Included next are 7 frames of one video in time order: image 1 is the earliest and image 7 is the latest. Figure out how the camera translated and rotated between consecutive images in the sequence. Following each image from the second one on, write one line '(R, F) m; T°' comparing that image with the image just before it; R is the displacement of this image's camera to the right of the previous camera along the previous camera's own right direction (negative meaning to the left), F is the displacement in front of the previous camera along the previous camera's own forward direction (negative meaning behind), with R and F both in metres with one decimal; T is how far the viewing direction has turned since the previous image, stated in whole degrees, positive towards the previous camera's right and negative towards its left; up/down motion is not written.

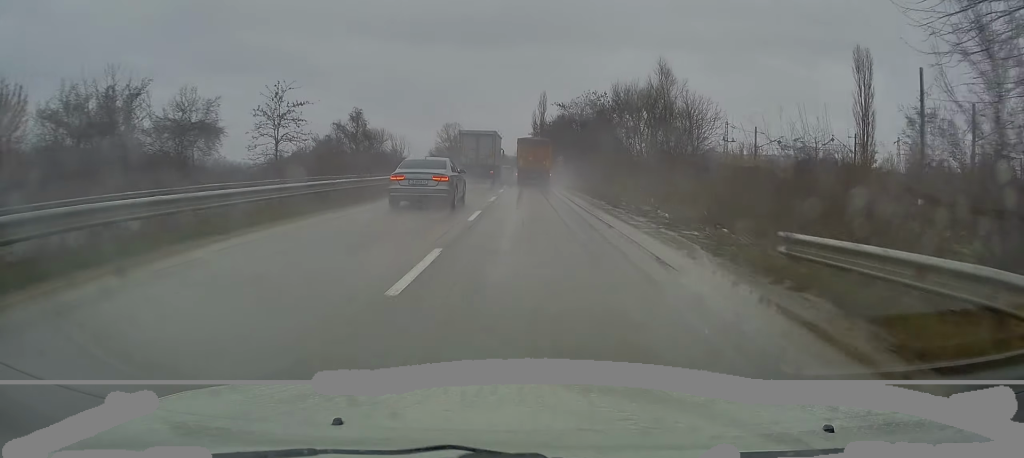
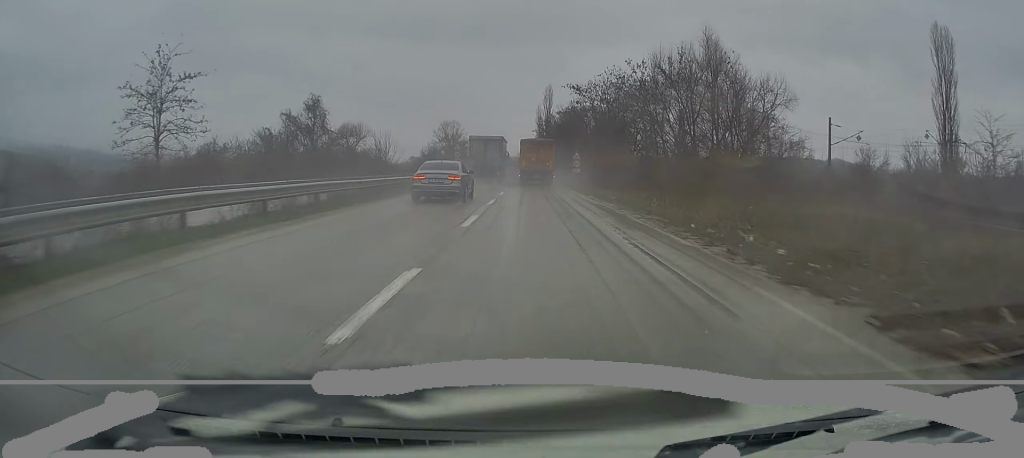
(+0.2, +19.3) m; +1°
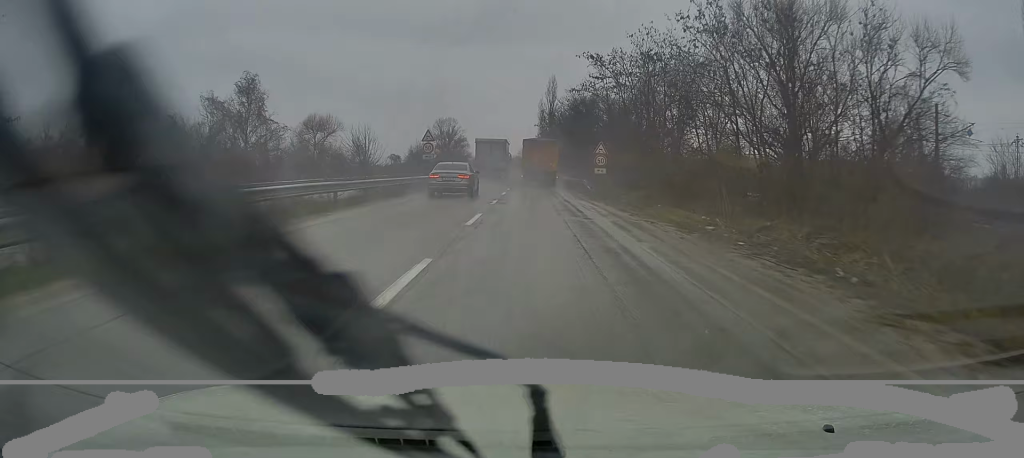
(0.0, +17.2) m; 0°
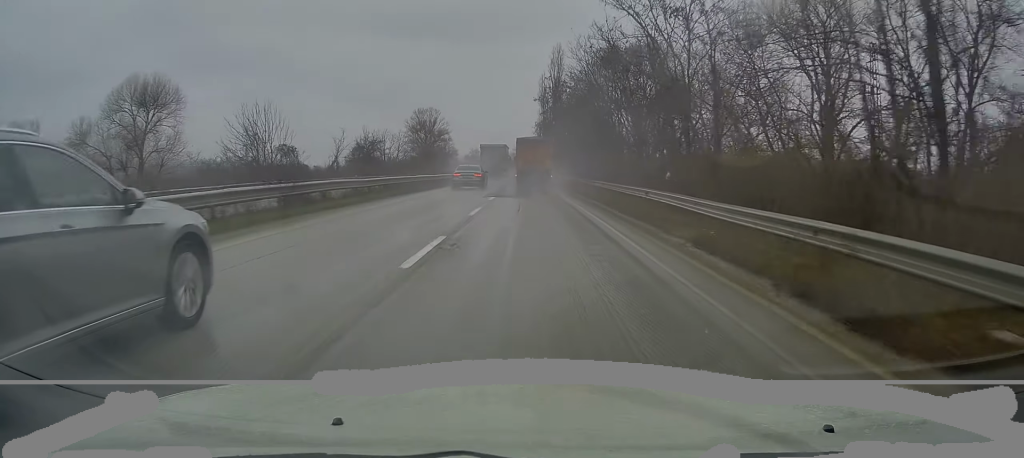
(-0.5, +41.8) m; -1°
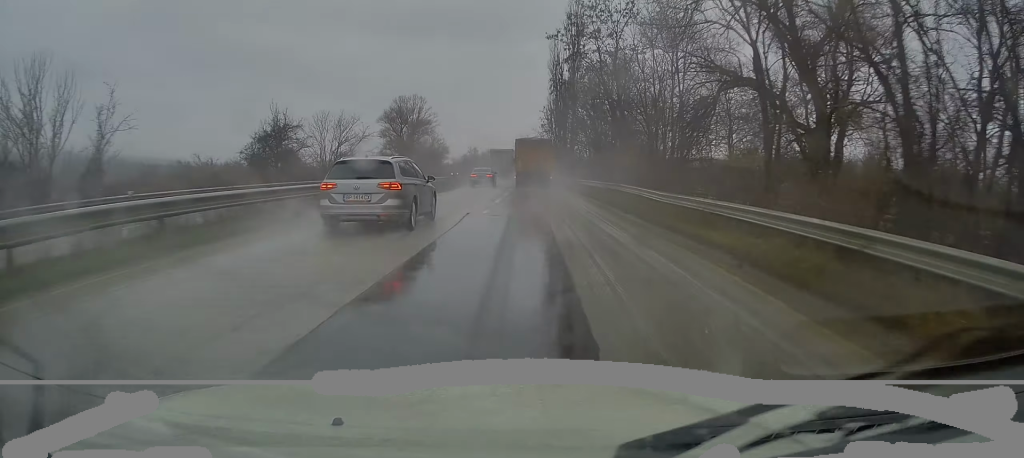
(0.0, +36.4) m; 0°
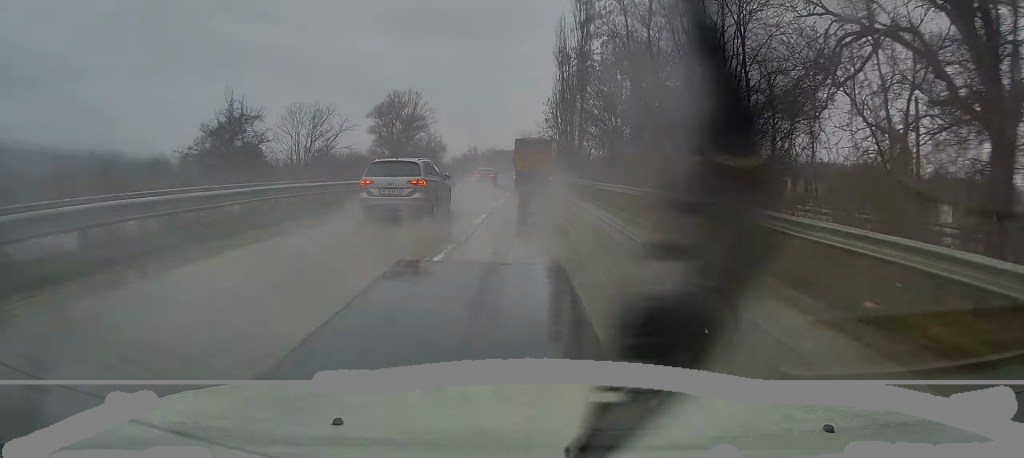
(0.0, +9.8) m; 0°
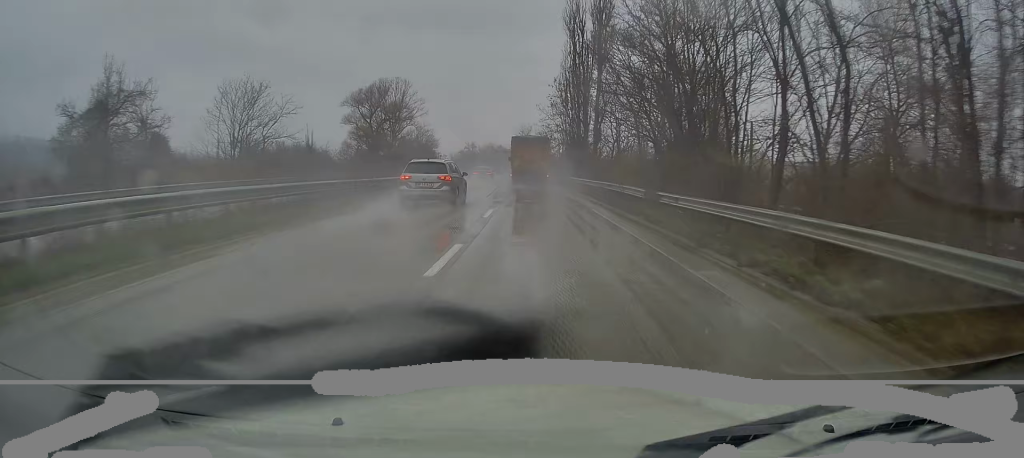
(0.0, +16.4) m; 0°
